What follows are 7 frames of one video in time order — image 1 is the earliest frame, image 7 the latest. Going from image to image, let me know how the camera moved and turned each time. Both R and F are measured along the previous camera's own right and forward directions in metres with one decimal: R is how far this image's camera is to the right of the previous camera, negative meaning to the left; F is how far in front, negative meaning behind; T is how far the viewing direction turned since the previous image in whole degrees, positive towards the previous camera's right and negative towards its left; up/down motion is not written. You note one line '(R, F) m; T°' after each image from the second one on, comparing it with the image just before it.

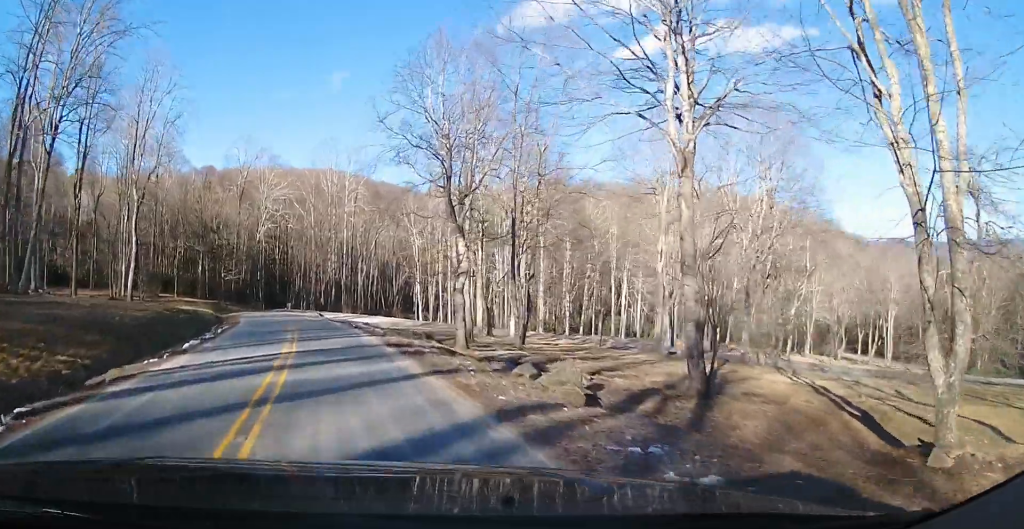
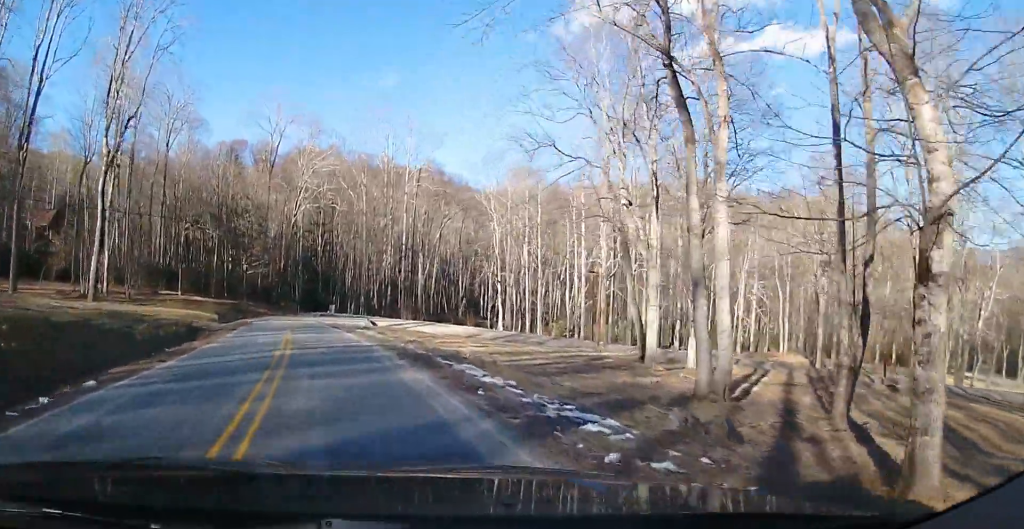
(-1.9, +19.5) m; -12°
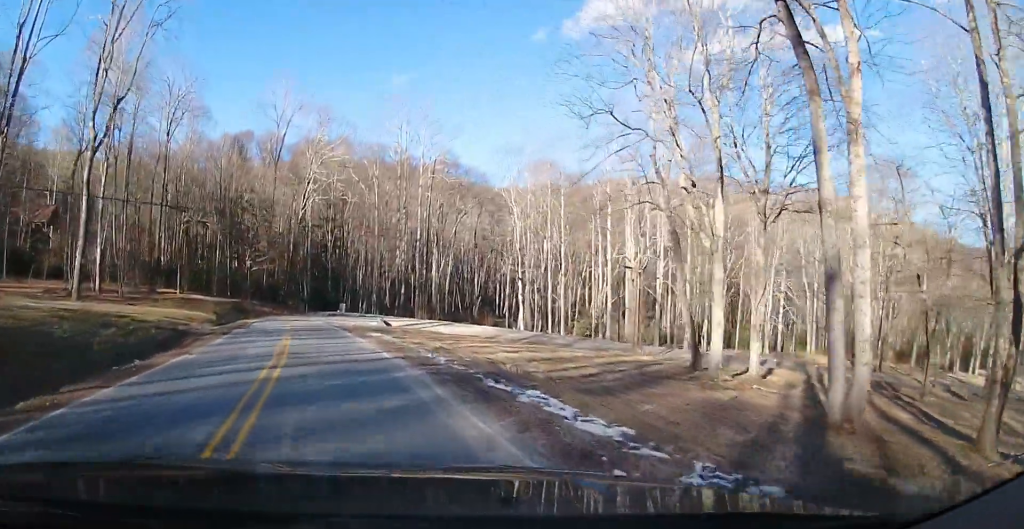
(0.0, +4.1) m; -3°
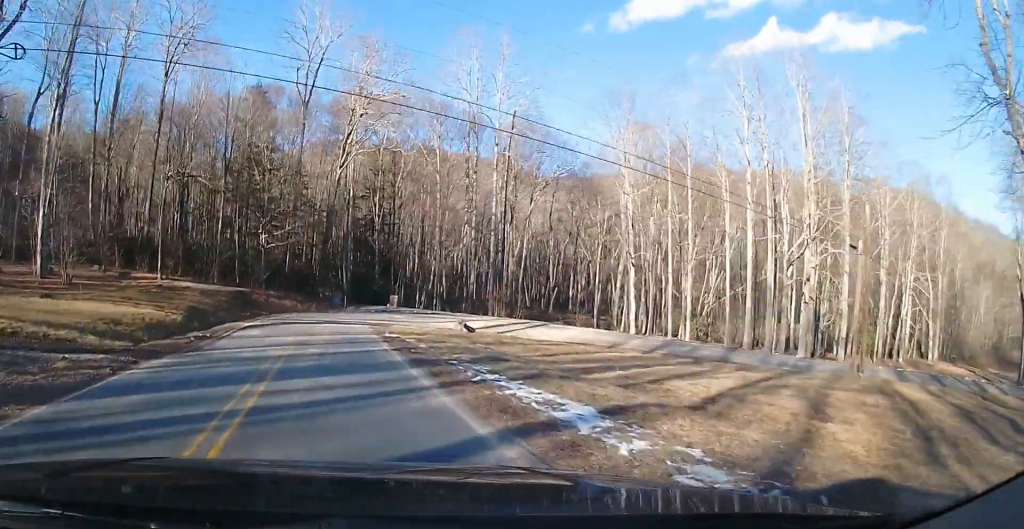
(-0.3, +18.3) m; -3°
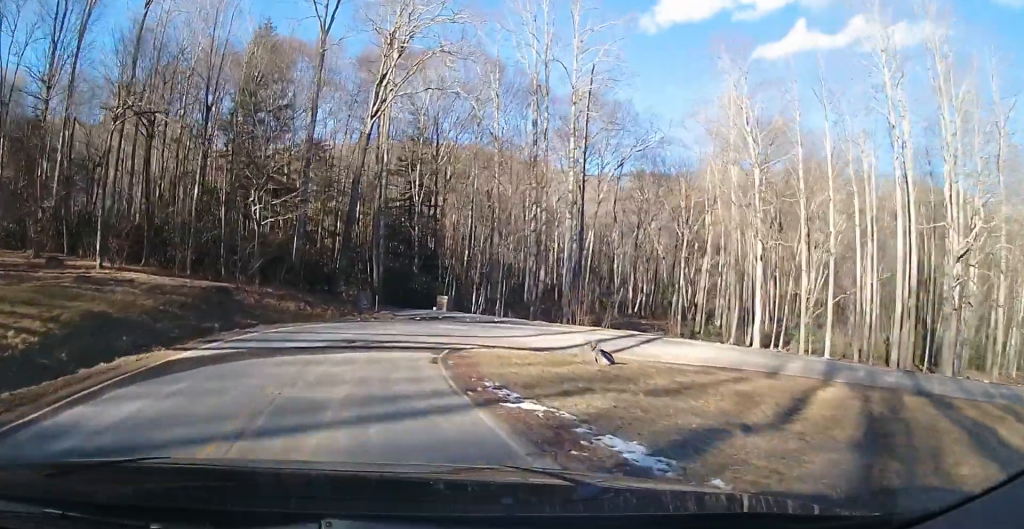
(-0.6, +15.5) m; +4°
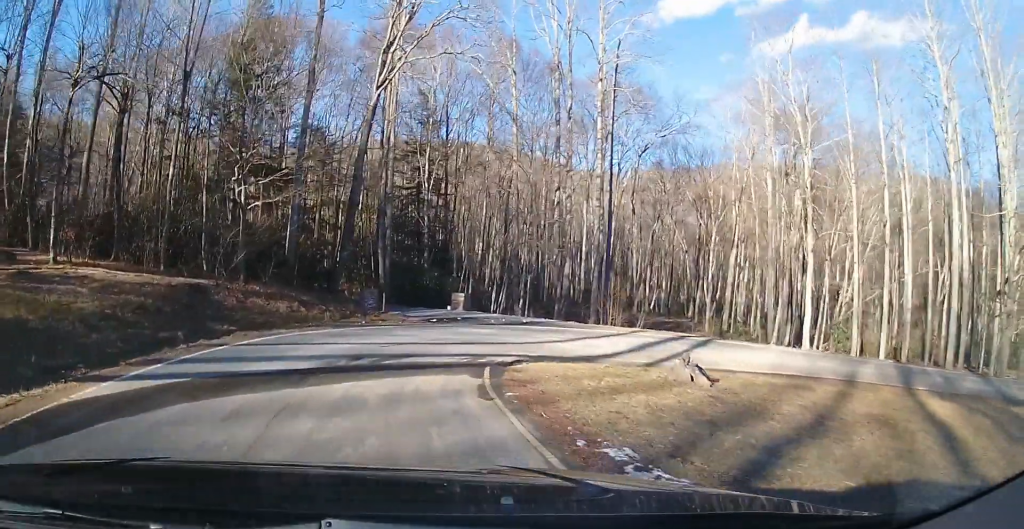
(+1.1, +5.0) m; +2°
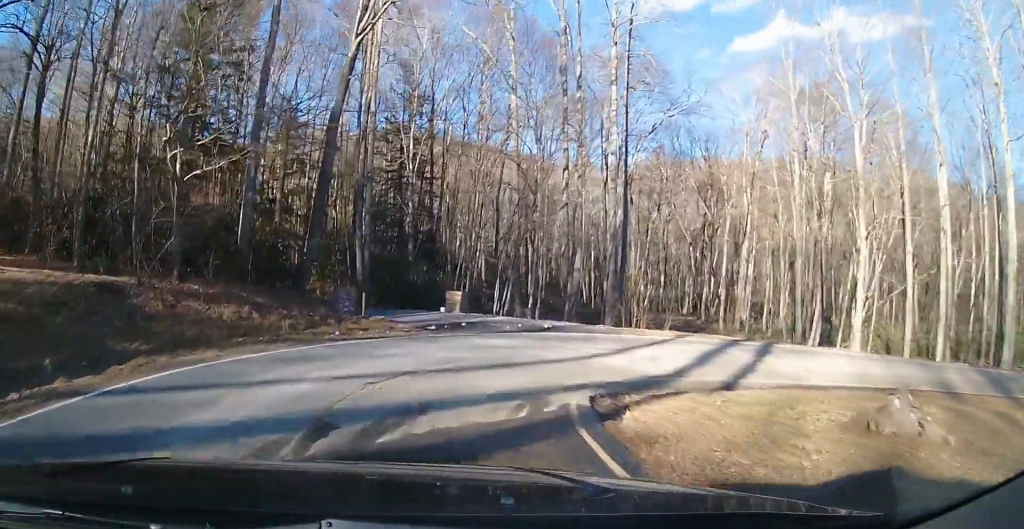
(-0.5, +6.9) m; -4°
